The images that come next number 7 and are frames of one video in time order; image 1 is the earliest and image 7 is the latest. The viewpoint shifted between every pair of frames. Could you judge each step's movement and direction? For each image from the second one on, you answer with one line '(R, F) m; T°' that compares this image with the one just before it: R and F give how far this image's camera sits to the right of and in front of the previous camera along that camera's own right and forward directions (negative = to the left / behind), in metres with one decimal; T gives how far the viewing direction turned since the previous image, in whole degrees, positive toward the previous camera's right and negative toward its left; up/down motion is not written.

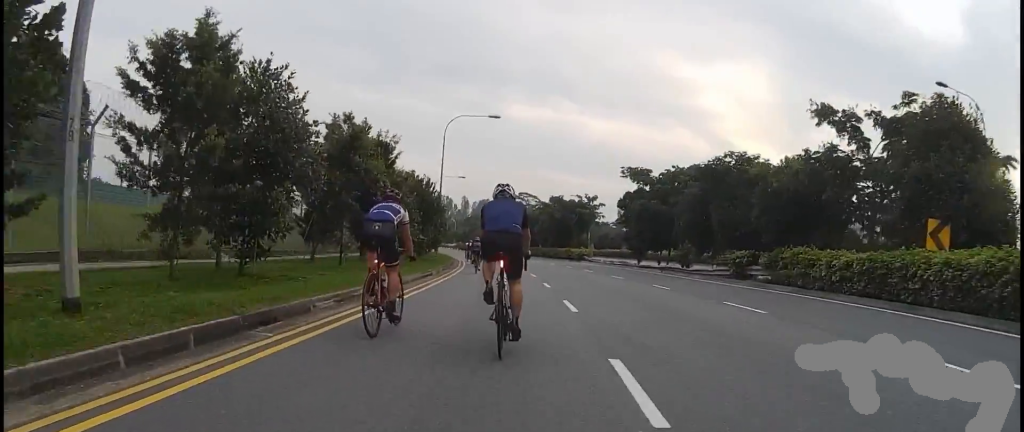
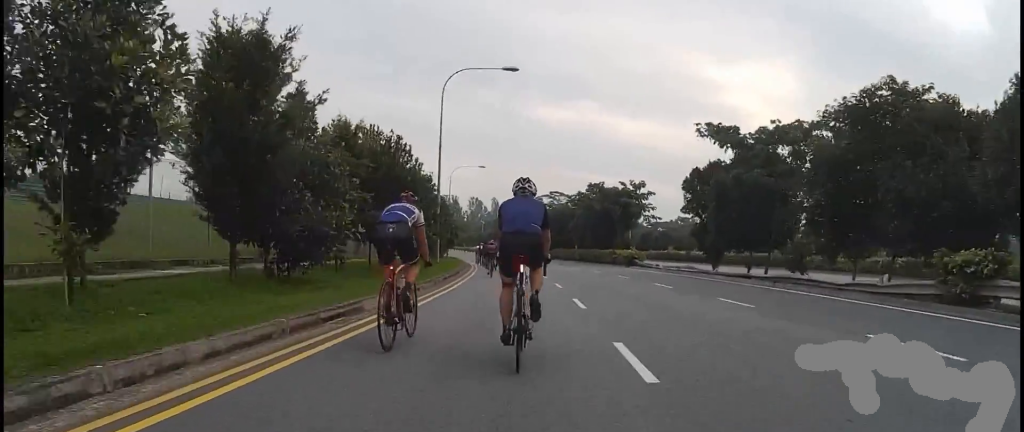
(-0.2, +10.7) m; +3°
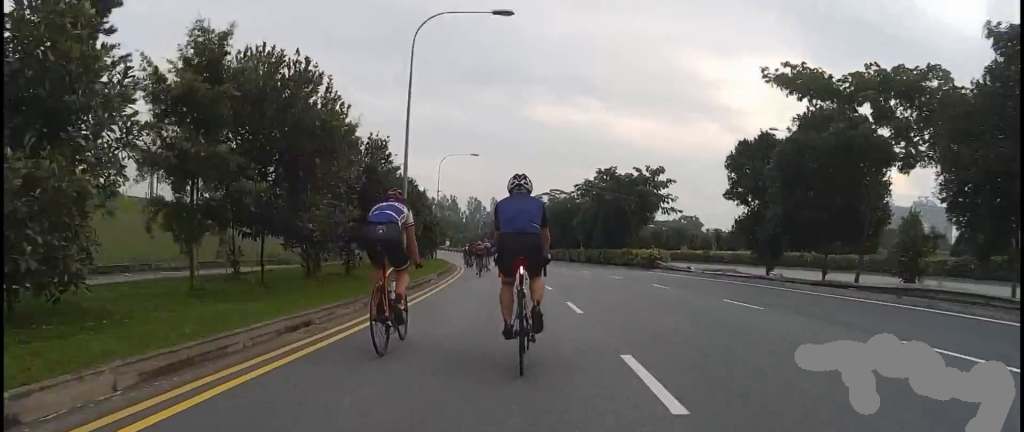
(+0.2, +6.9) m; 0°
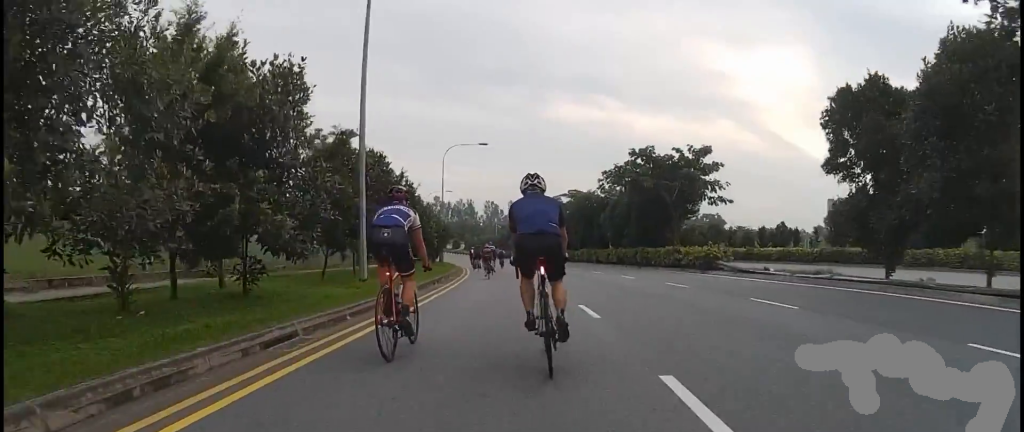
(+0.8, +6.8) m; -3°
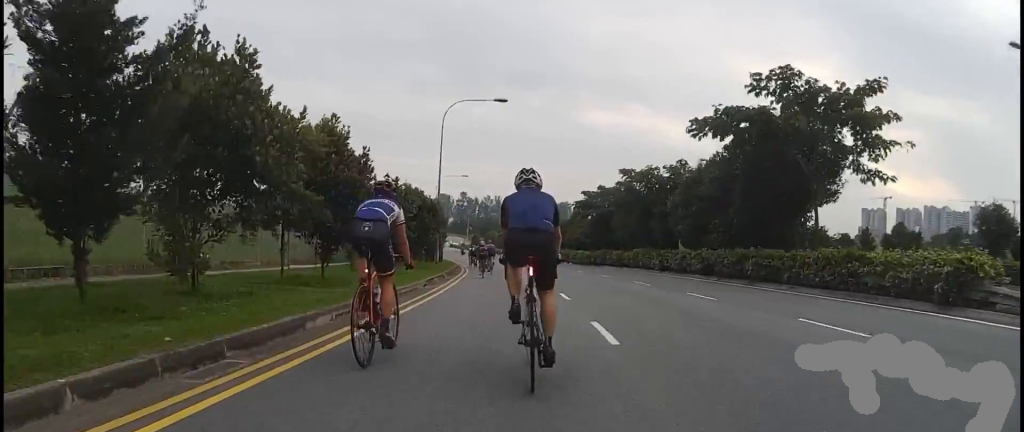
(-2.0, +13.6) m; -10°
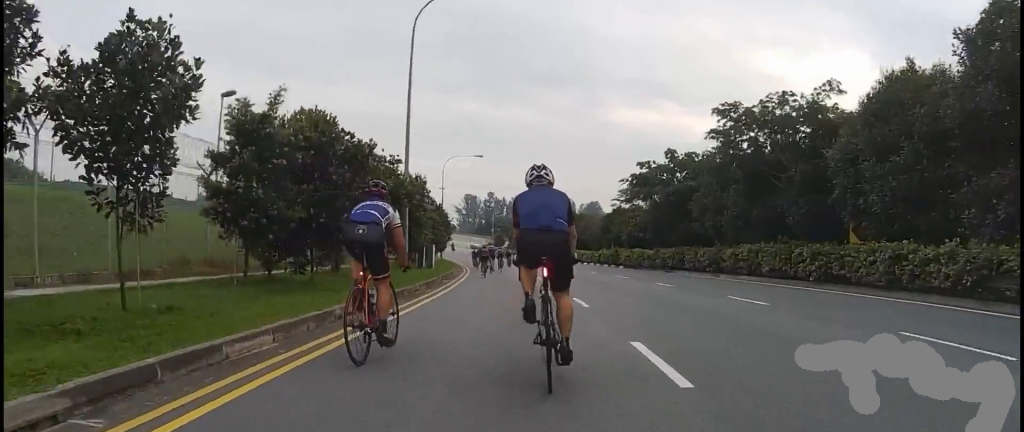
(+0.2, +14.7) m; 0°
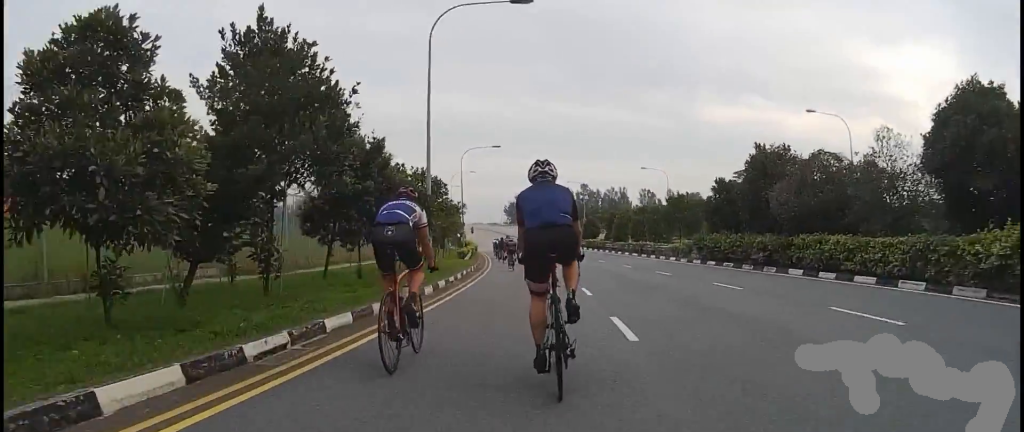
(-1.0, +32.8) m; -5°
